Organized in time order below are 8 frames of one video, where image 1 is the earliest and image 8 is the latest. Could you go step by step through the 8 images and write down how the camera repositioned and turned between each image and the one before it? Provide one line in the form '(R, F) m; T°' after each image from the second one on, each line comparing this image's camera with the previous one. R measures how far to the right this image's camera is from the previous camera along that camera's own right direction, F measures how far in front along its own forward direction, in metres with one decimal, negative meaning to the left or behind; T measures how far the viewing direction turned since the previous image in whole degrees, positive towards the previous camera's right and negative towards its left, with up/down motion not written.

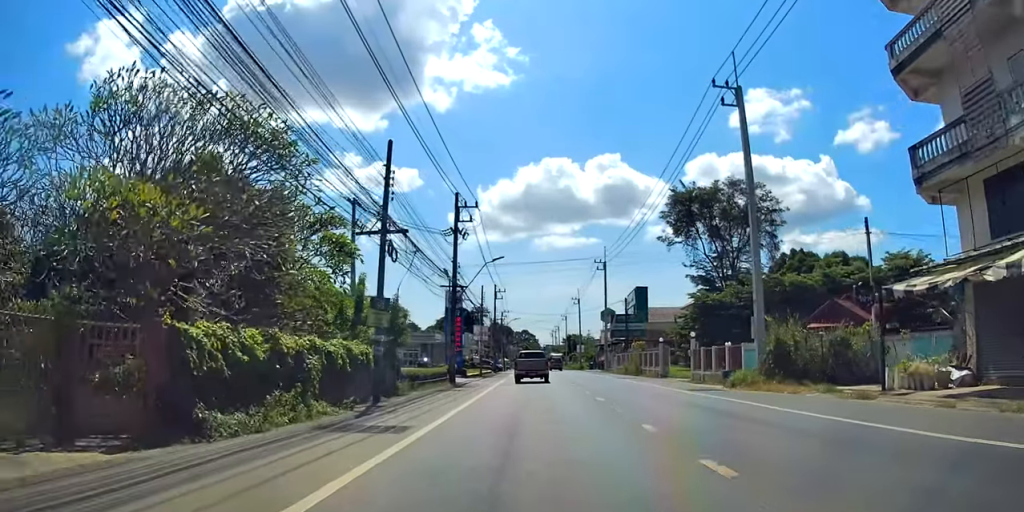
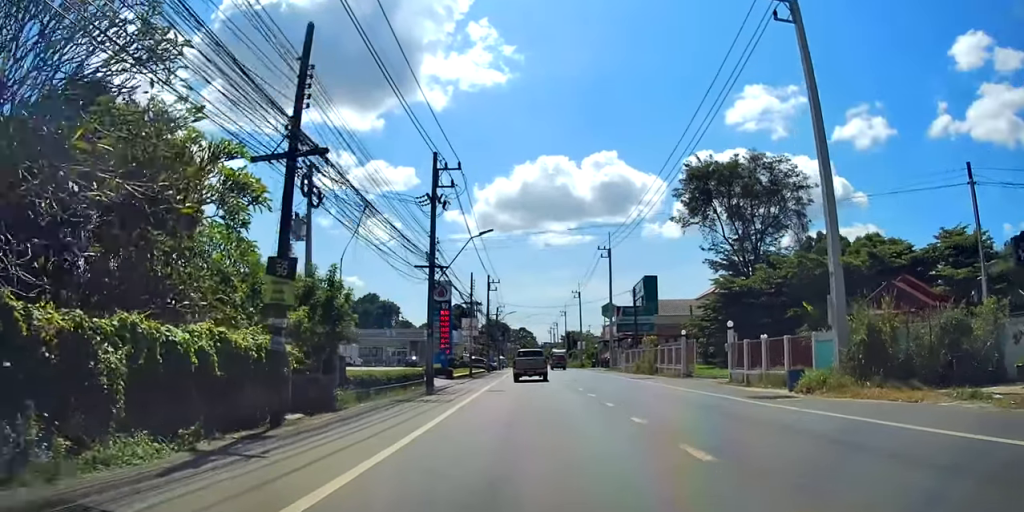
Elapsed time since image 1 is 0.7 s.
(+0.1, +7.0) m; -1°
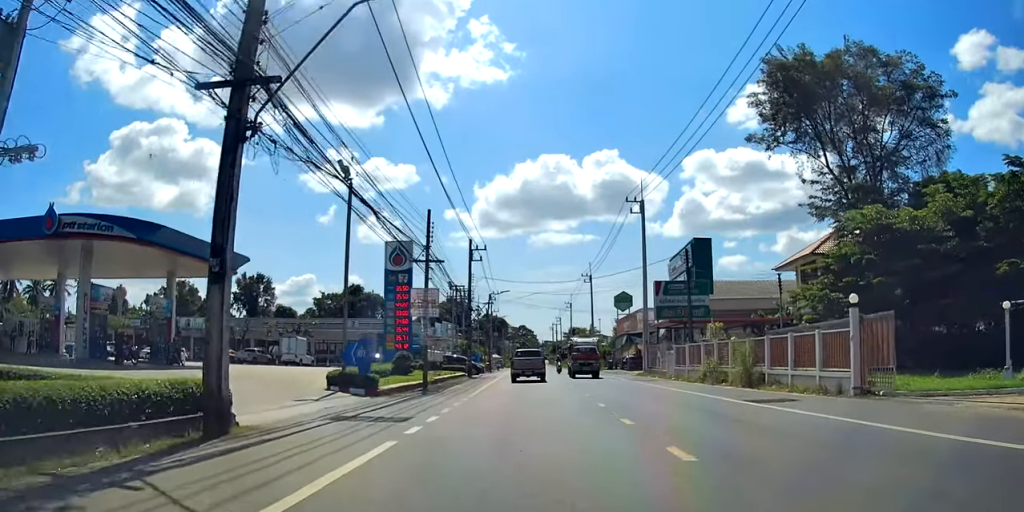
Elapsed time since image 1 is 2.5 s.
(-0.3, +19.1) m; 0°
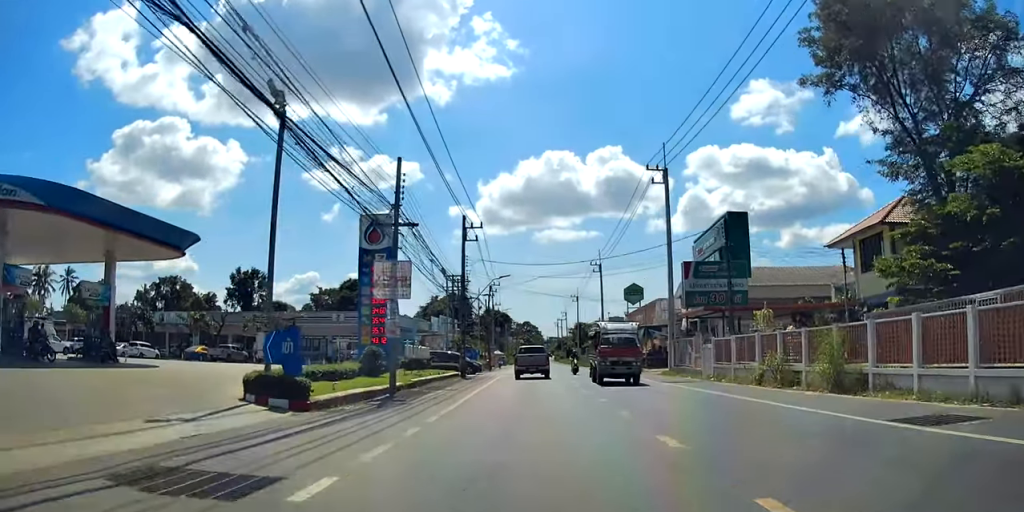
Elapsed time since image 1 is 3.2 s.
(+0.1, +7.2) m; 0°
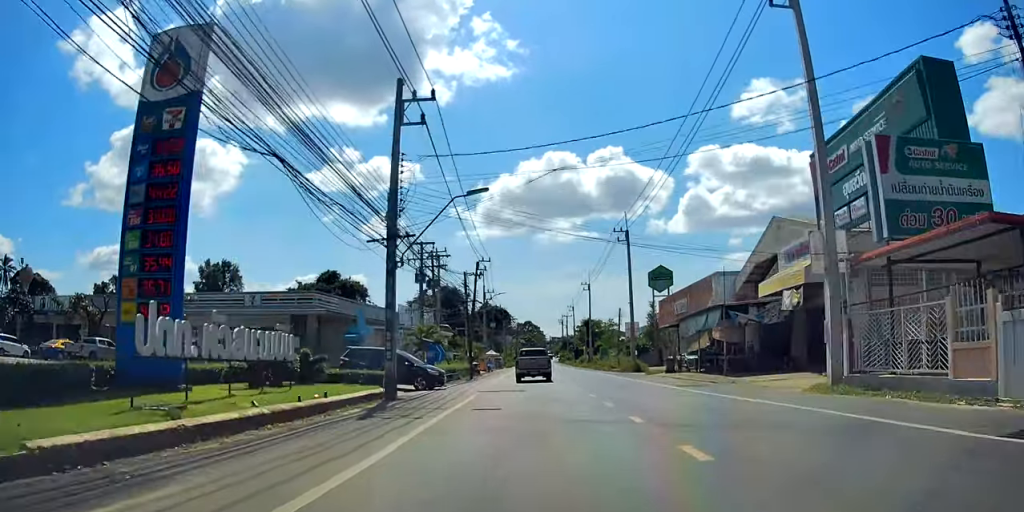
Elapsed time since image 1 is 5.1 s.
(-0.2, +20.8) m; -2°
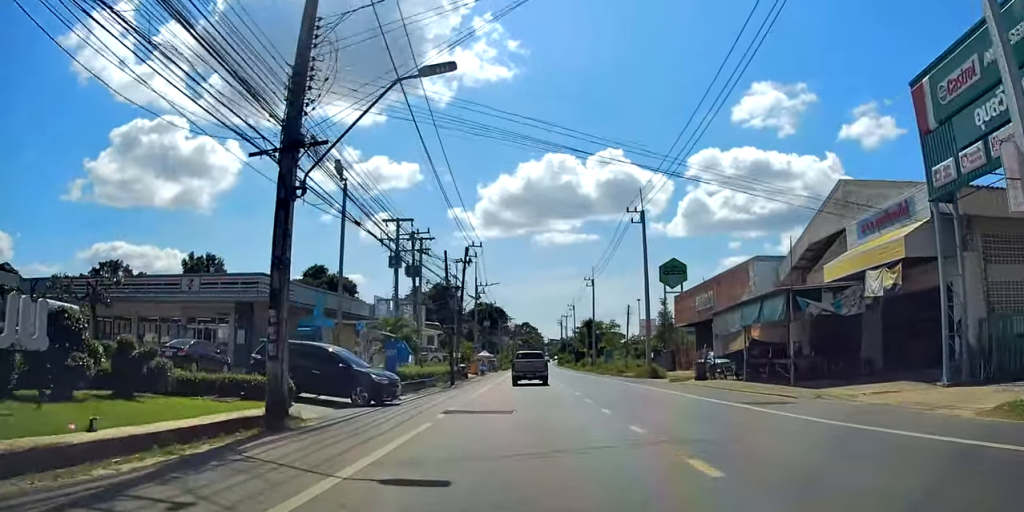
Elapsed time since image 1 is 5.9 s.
(+0.1, +8.5) m; -4°
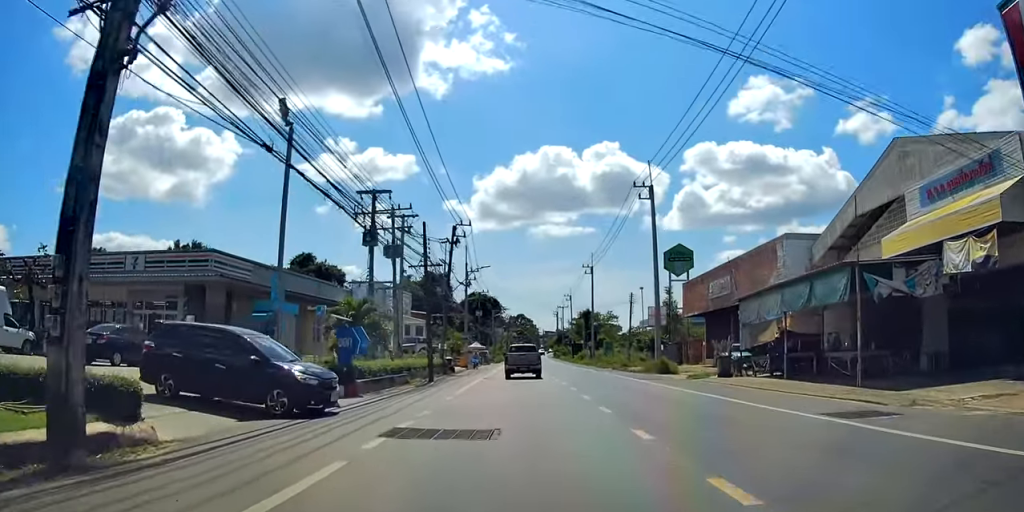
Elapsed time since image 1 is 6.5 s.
(-0.5, +5.5) m; 0°
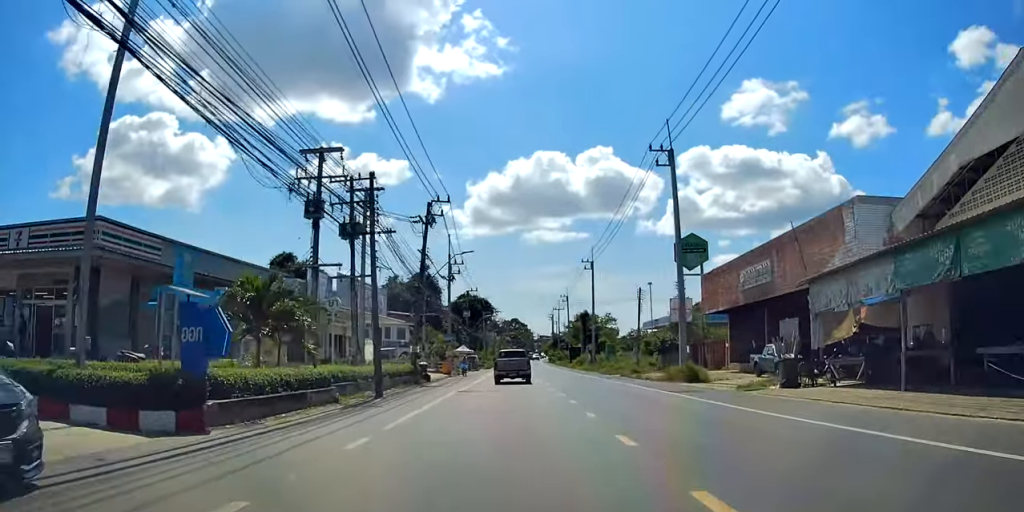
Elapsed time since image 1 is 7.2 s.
(-0.1, +8.4) m; 0°
